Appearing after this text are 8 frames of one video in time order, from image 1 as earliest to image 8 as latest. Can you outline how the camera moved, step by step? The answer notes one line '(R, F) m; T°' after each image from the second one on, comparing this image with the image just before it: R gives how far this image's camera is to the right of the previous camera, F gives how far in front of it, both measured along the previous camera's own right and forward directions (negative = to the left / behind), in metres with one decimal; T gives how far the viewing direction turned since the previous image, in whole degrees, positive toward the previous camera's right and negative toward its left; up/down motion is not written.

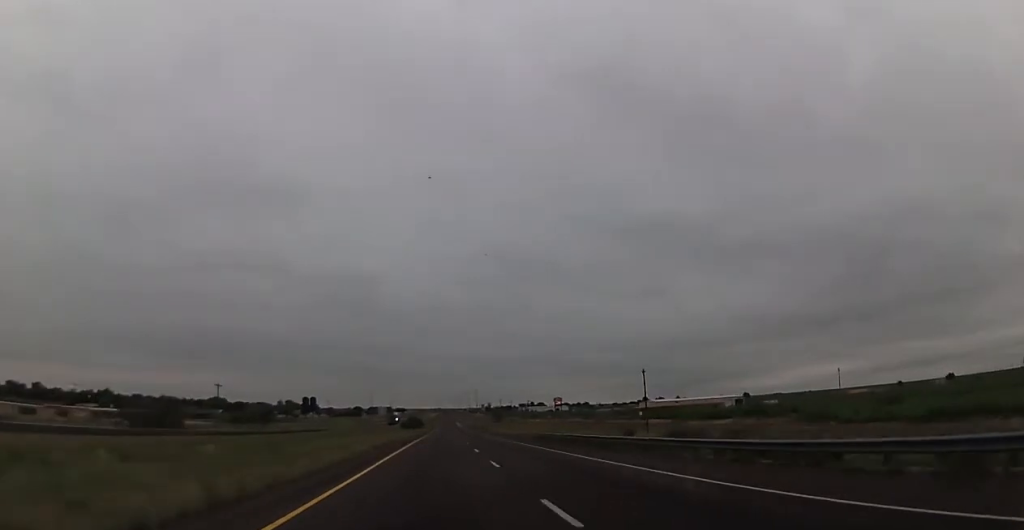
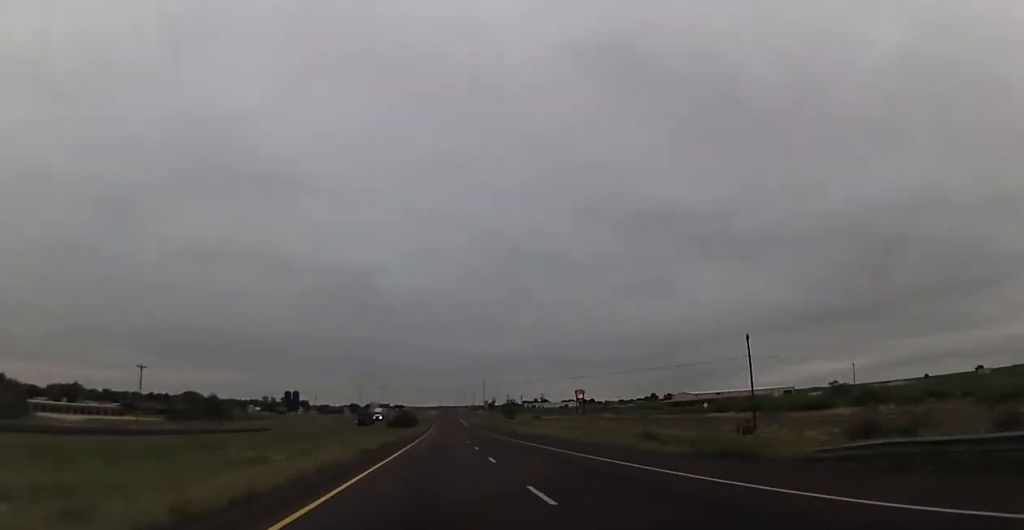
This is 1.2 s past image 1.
(-0.1, +45.8) m; -1°
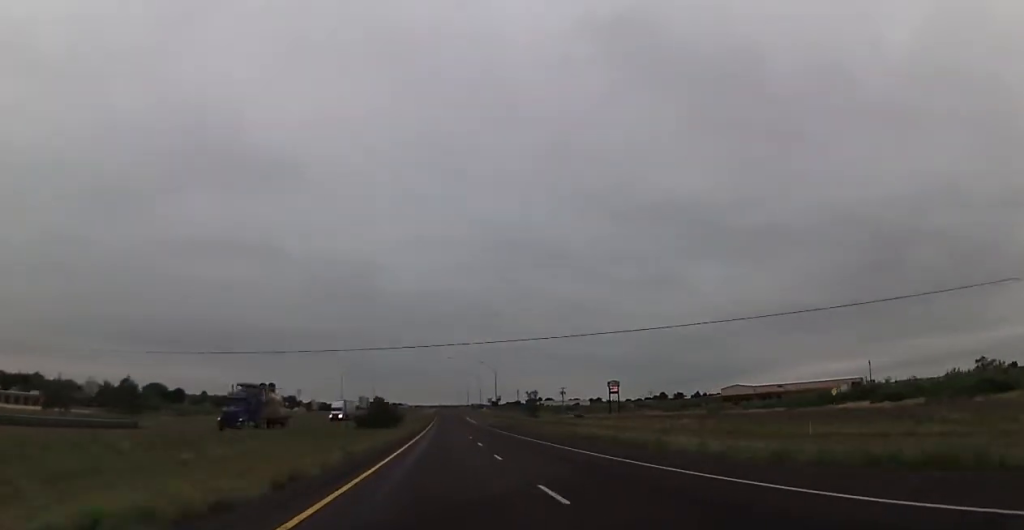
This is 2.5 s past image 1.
(-0.1, +48.7) m; 0°
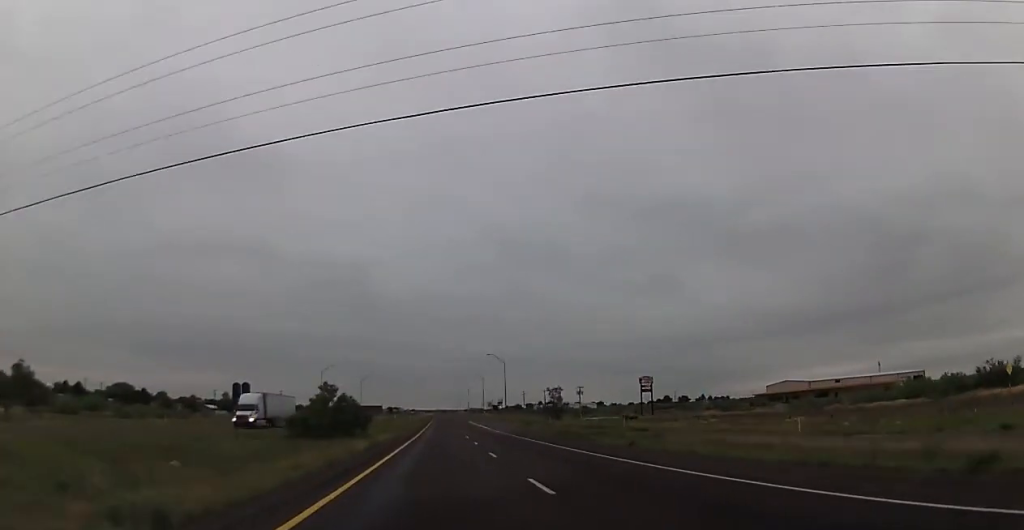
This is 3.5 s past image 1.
(+0.2, +35.0) m; 0°
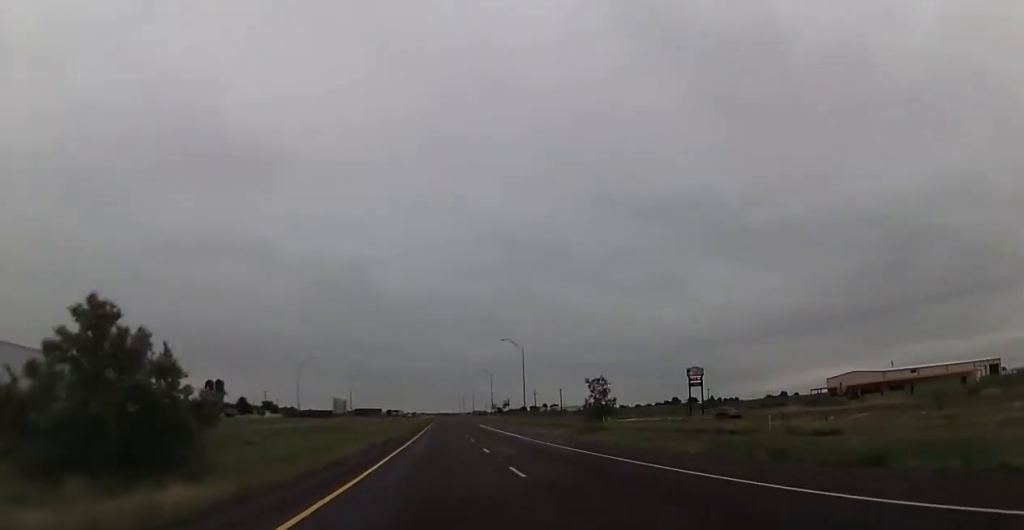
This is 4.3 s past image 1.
(-0.1, +32.5) m; 0°
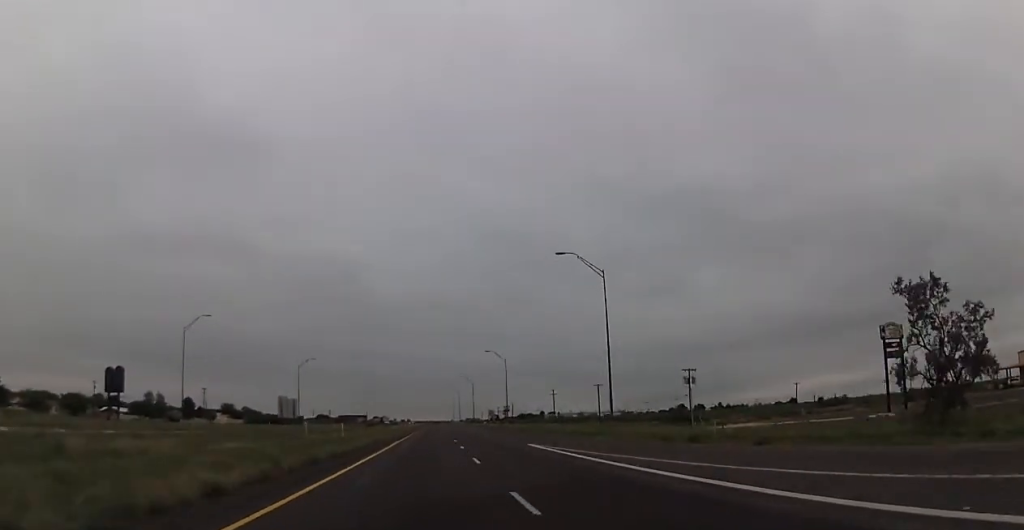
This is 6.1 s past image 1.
(+0.2, +66.9) m; 0°
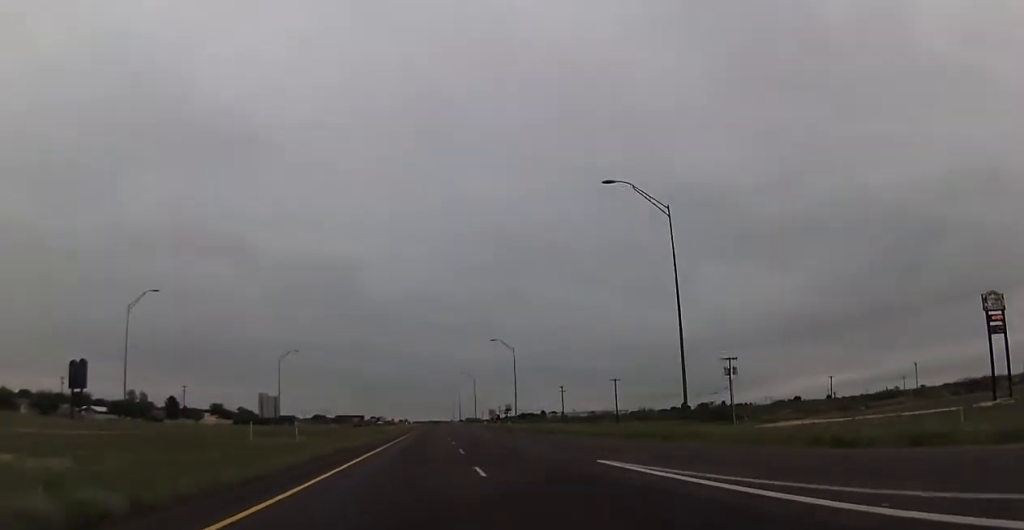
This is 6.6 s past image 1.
(0.0, +17.2) m; 0°
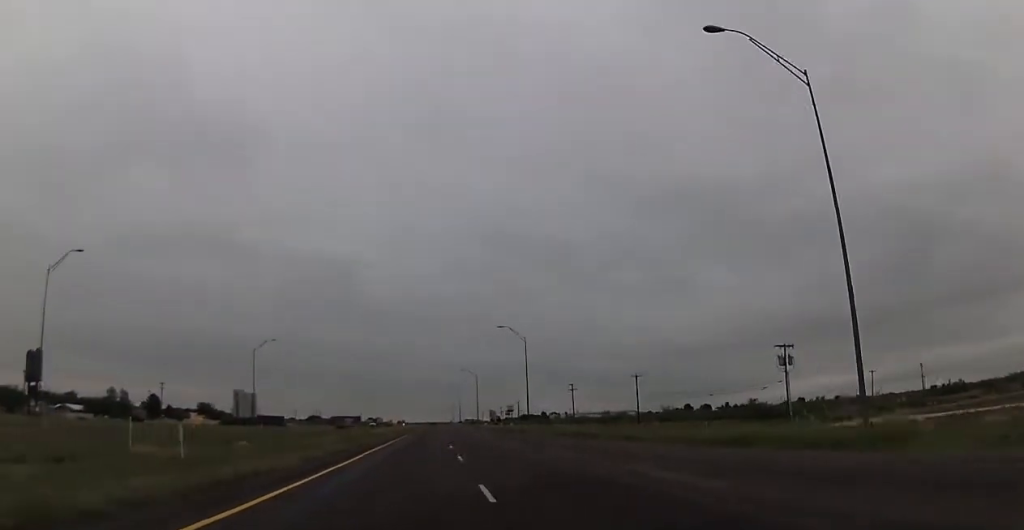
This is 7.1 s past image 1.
(-0.1, +17.3) m; 0°
